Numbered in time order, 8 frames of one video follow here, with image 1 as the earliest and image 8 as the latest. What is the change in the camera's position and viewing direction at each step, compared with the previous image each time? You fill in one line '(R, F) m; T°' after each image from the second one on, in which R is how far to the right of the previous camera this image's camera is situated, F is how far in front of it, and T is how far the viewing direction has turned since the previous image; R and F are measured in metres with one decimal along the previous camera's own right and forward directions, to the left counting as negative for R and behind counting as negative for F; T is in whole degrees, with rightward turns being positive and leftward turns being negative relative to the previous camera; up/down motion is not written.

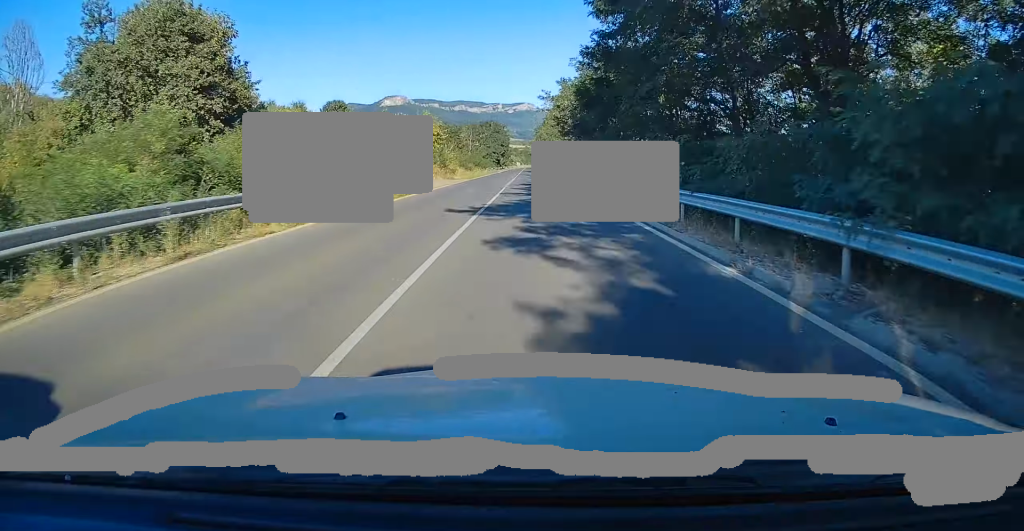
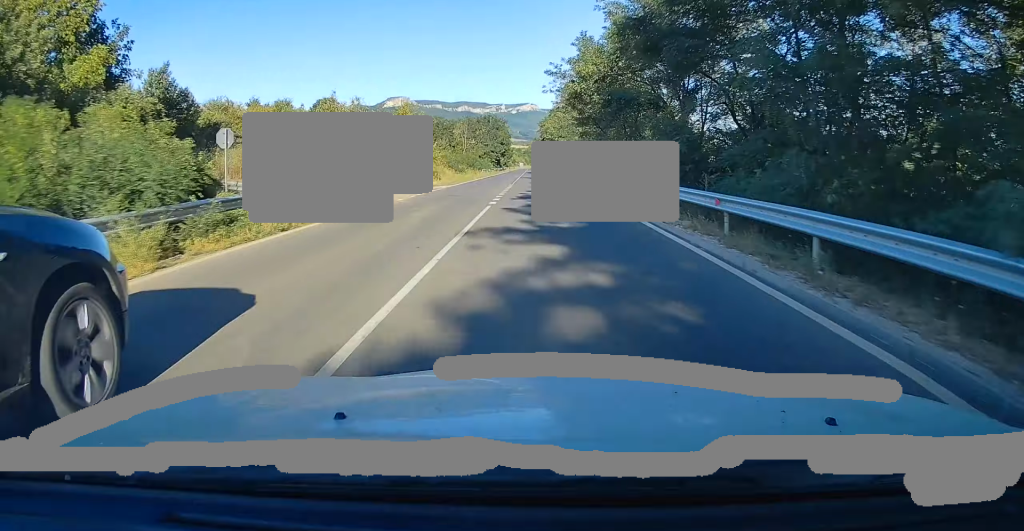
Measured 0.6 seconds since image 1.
(+0.1, +15.0) m; -1°
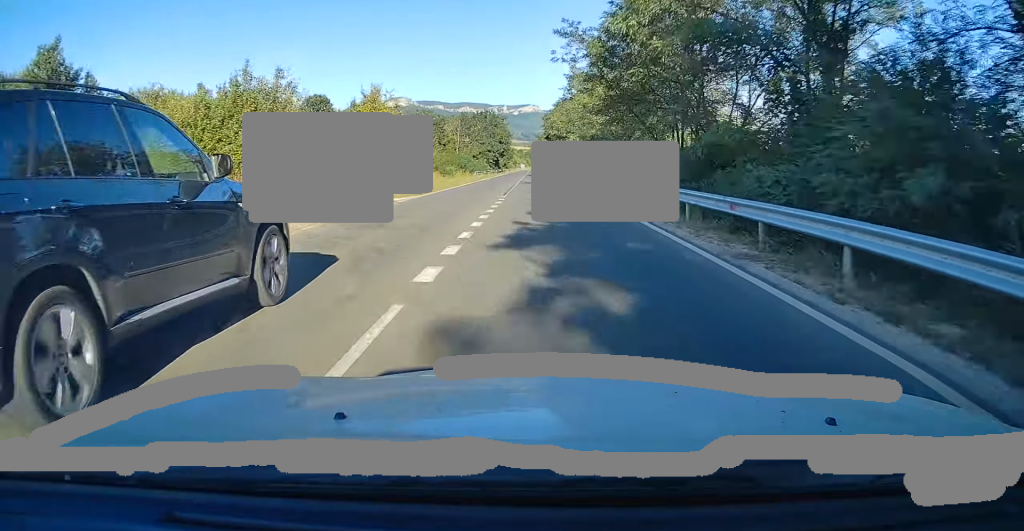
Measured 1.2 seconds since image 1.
(-0.3, +12.6) m; 0°
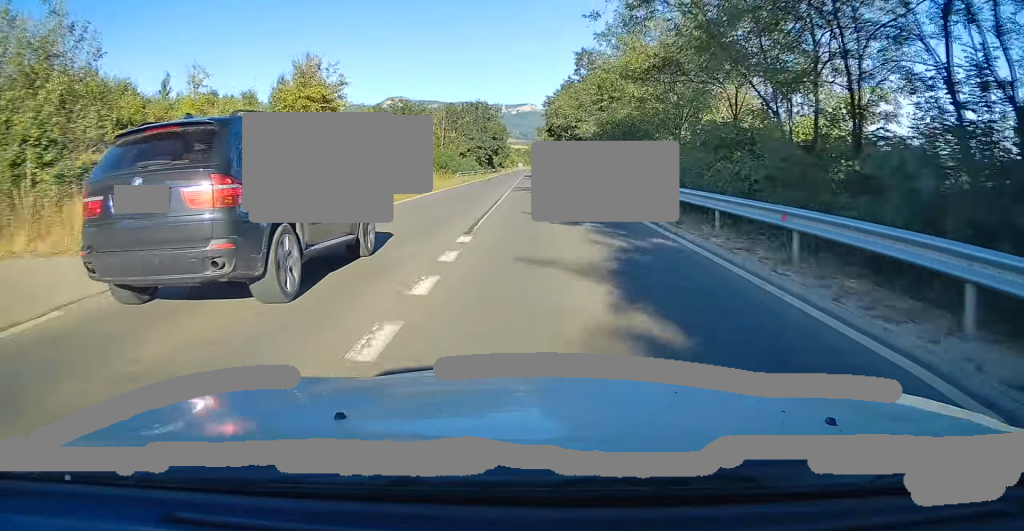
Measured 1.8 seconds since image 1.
(-0.1, +14.2) m; 0°
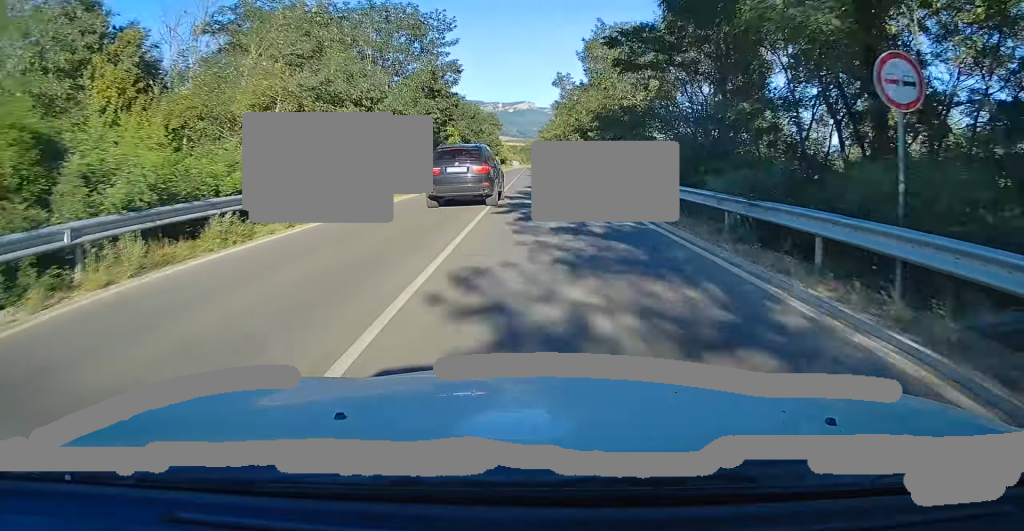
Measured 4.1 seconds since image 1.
(+0.8, +56.6) m; +1°
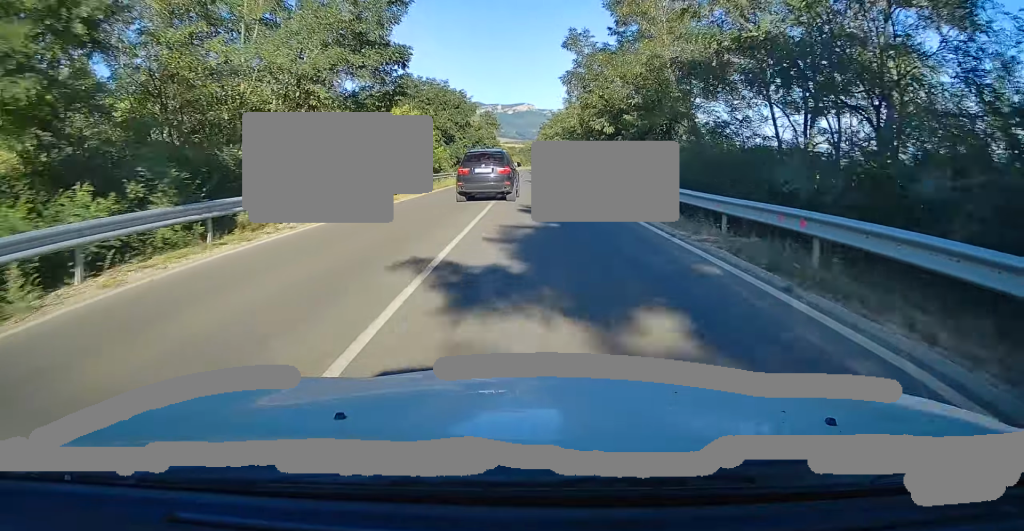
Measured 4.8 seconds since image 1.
(0.0, +16.0) m; 0°
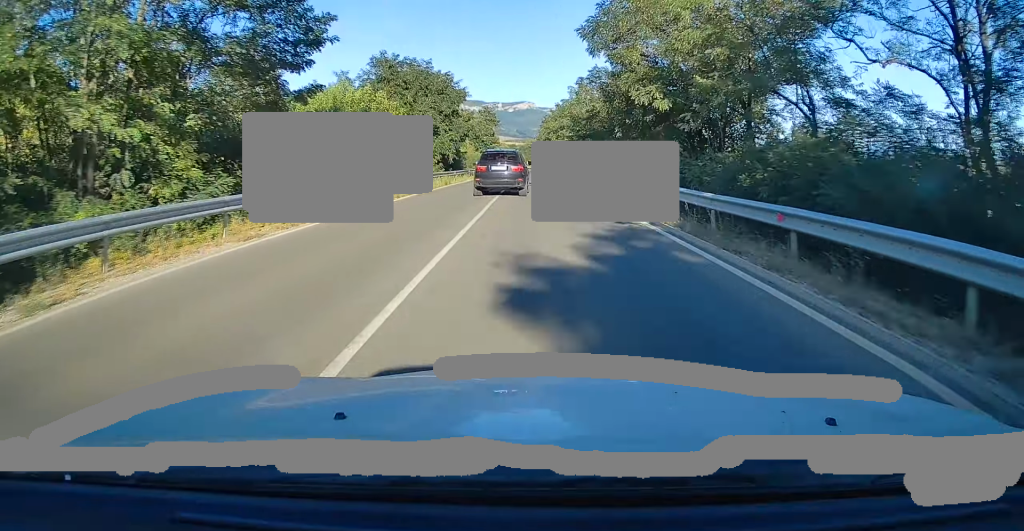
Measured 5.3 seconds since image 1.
(-0.1, +11.2) m; +1°
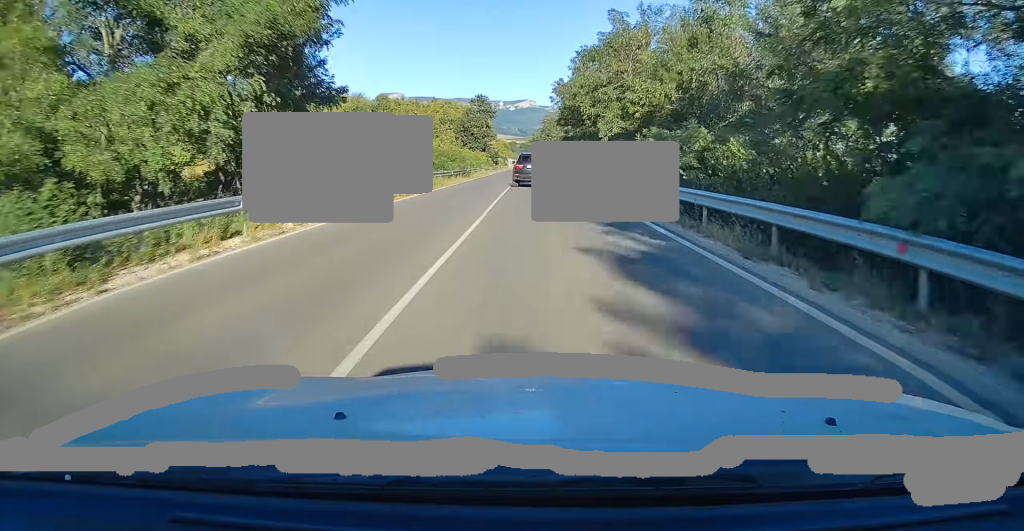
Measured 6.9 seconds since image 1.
(+0.4, +39.3) m; 0°
